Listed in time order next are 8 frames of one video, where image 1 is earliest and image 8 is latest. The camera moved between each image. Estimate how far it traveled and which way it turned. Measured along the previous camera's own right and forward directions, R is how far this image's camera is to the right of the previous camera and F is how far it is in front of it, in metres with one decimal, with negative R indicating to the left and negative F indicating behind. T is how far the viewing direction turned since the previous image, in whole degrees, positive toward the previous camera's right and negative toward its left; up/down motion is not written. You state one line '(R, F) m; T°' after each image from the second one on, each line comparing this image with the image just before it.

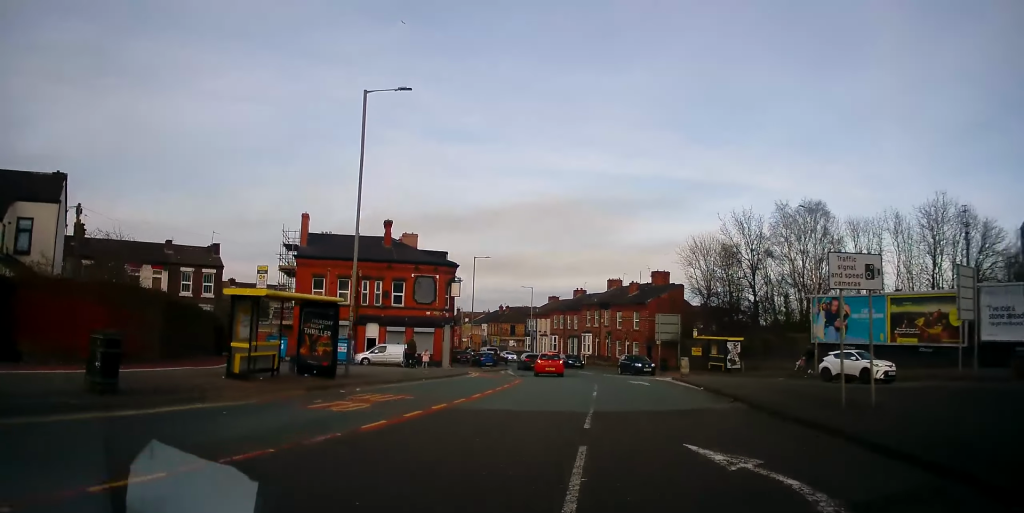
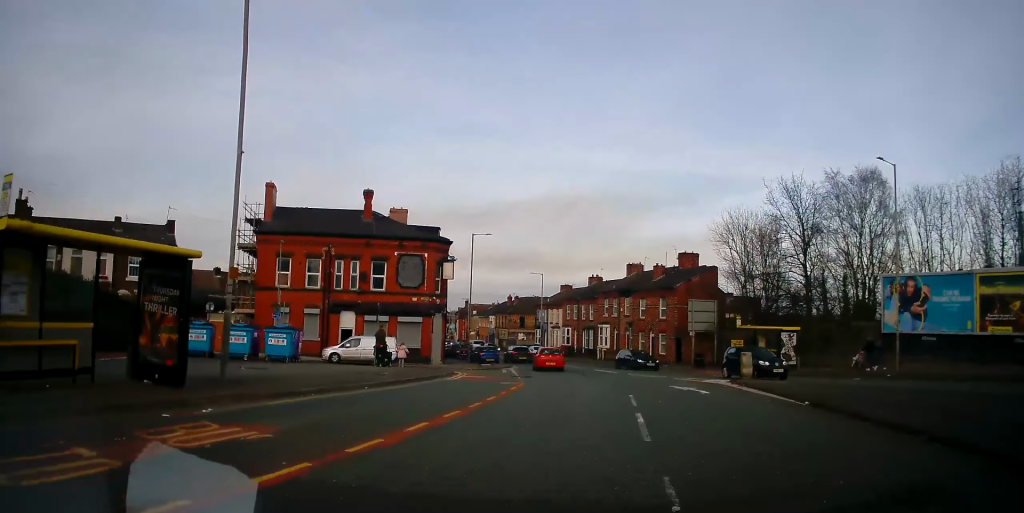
(0.0, +8.6) m; 0°
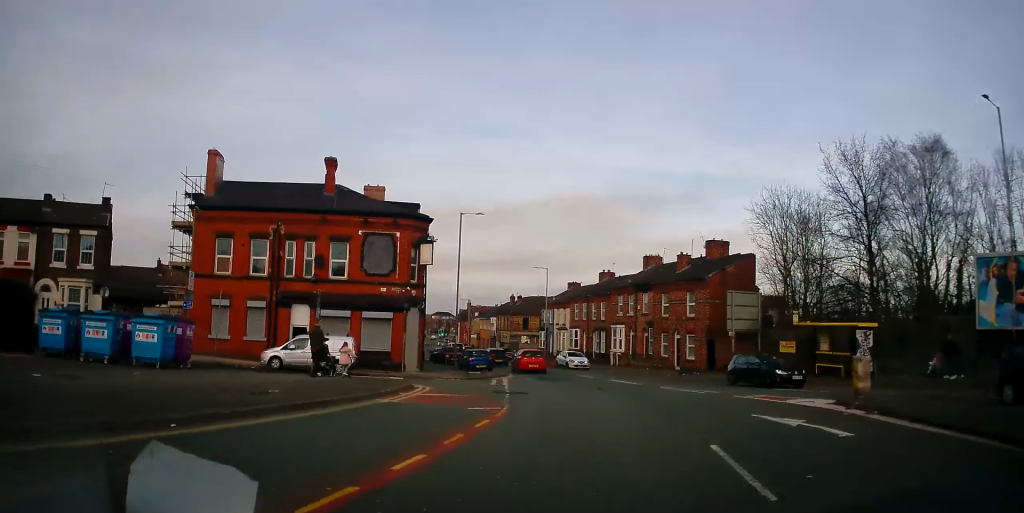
(0.0, +8.6) m; 0°
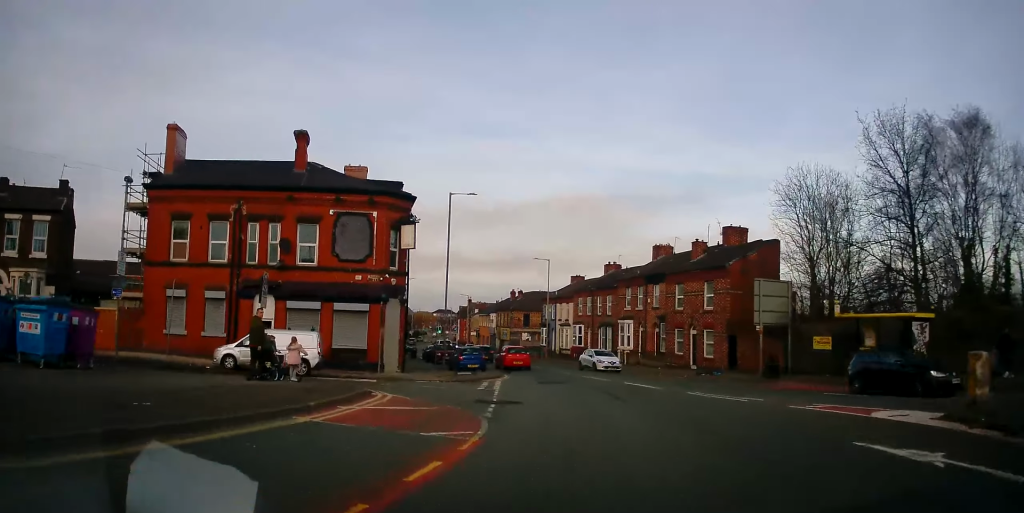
(0.0, +4.6) m; -1°
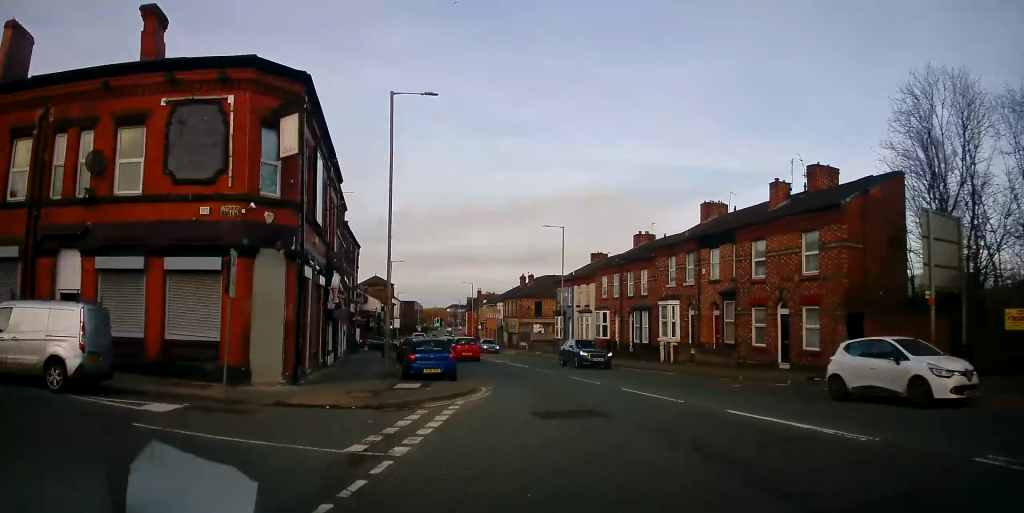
(-0.3, +13.9) m; -1°
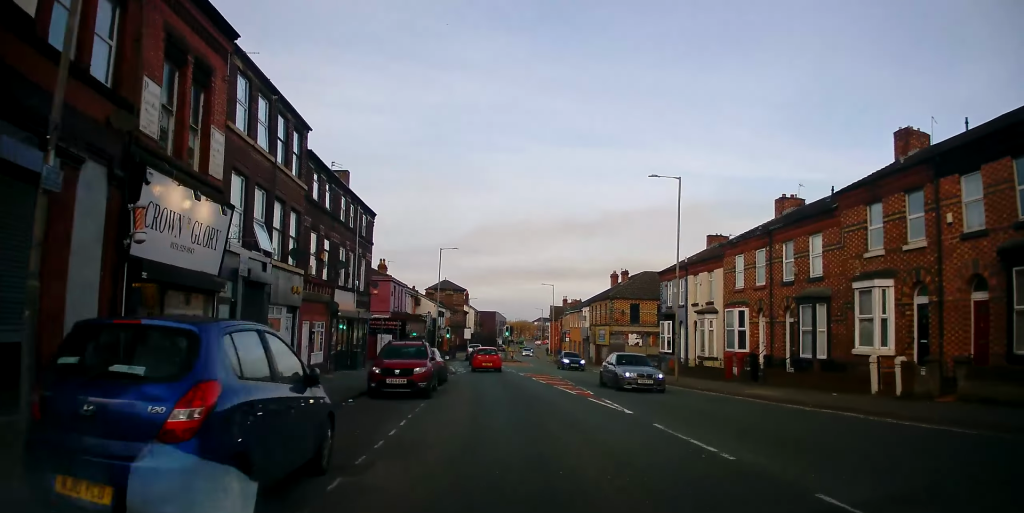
(-0.4, +17.0) m; -6°
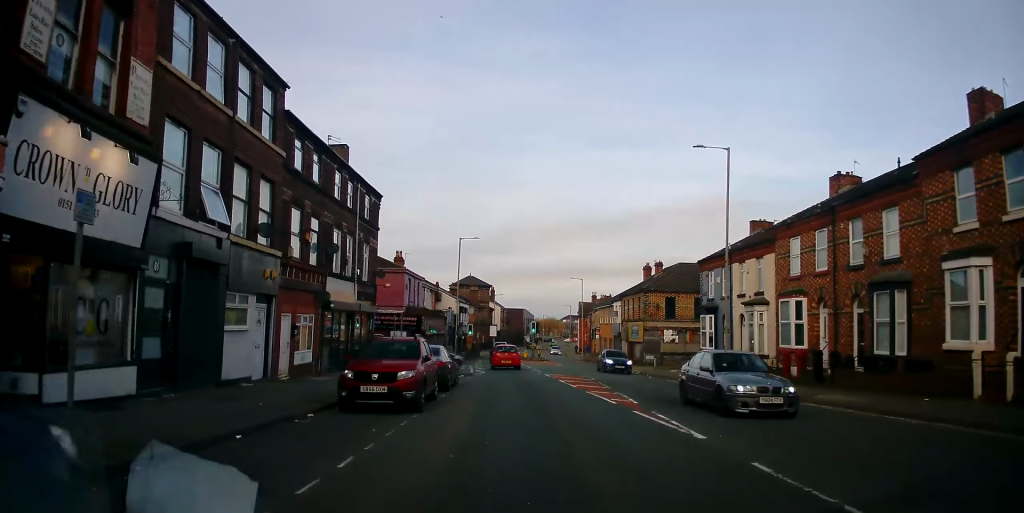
(-0.1, +4.2) m; -3°
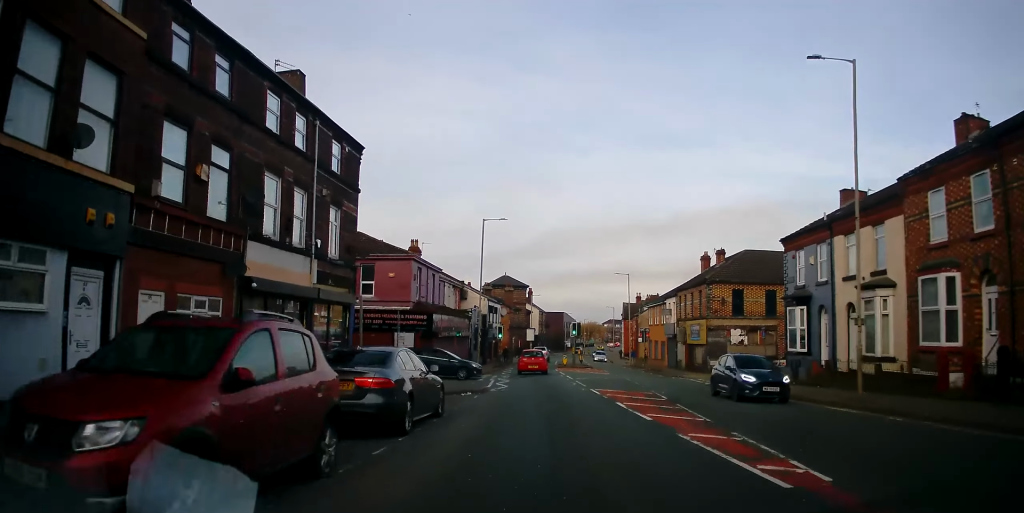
(-0.5, +9.2) m; -5°
